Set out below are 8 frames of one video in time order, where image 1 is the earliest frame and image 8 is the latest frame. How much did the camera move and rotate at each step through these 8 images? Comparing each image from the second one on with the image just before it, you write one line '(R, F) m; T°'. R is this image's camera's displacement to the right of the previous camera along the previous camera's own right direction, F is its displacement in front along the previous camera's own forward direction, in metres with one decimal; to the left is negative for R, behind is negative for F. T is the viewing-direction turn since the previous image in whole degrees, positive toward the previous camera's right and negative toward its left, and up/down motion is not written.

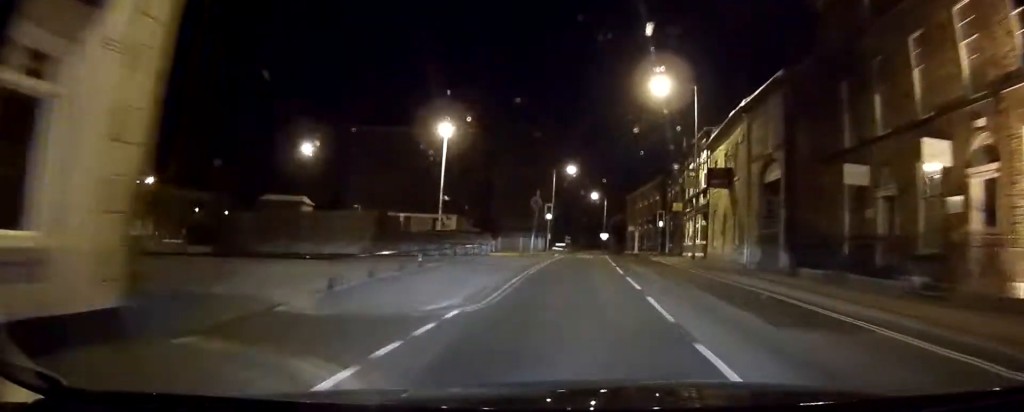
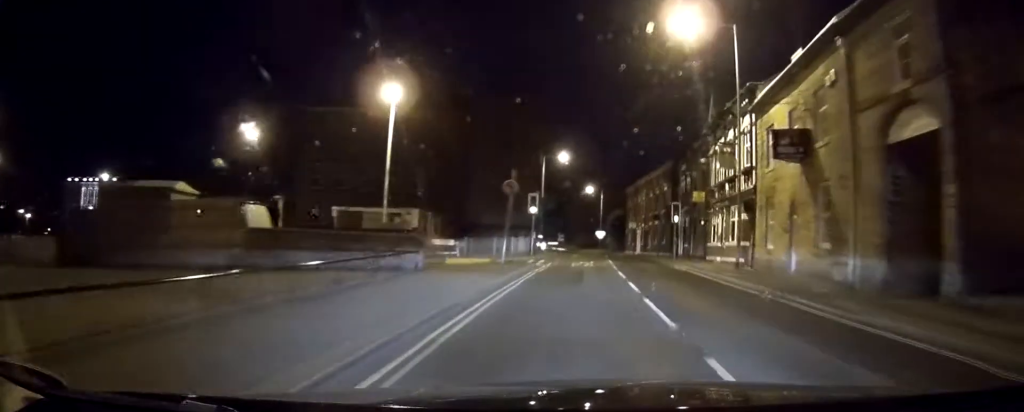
(+0.2, +11.2) m; +2°
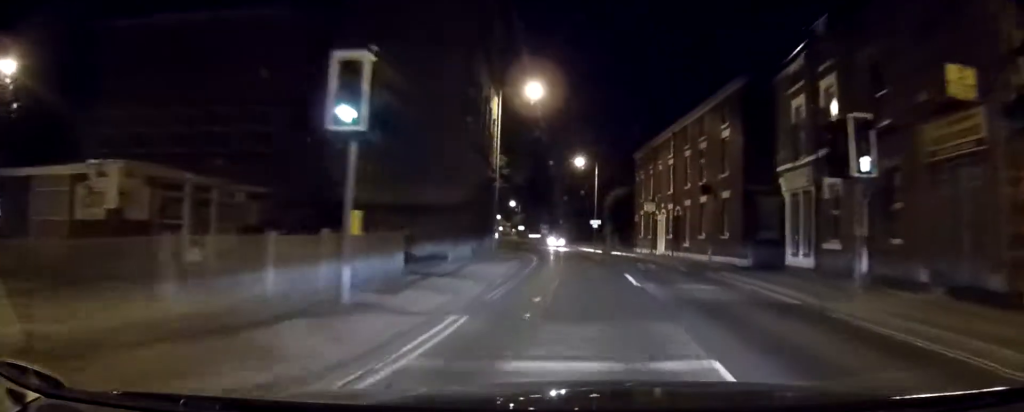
(+1.1, +29.9) m; +3°
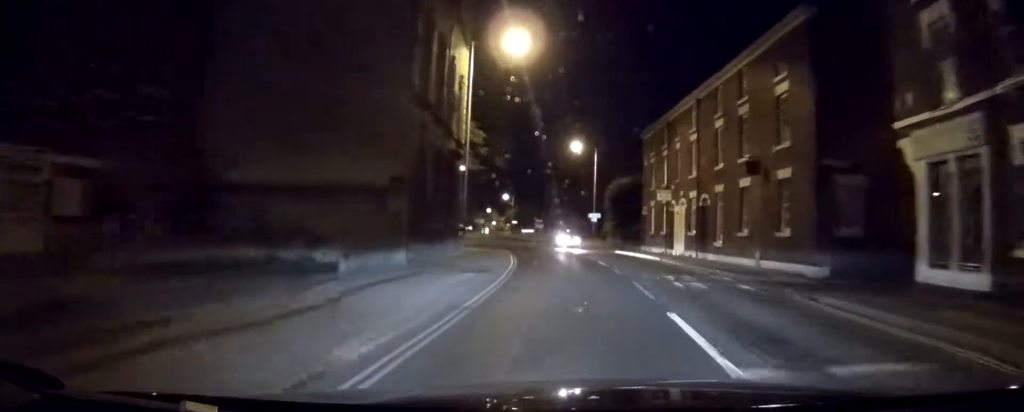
(-0.1, +10.2) m; -2°
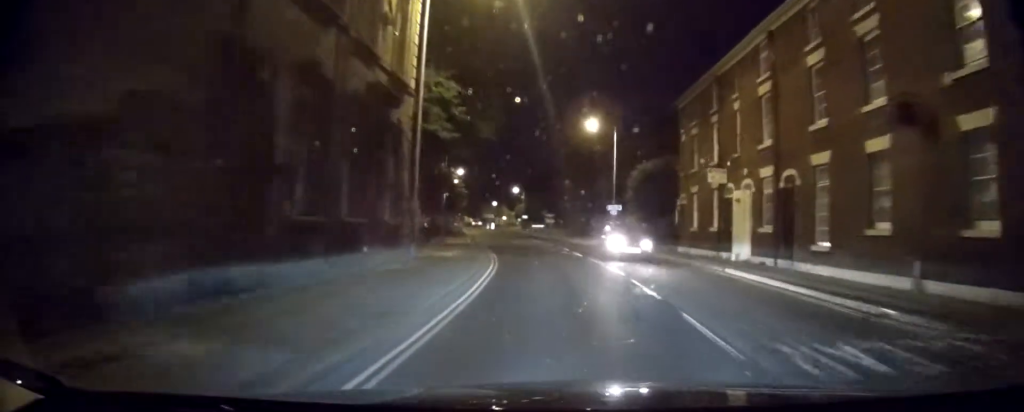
(-0.4, +11.9) m; -5°
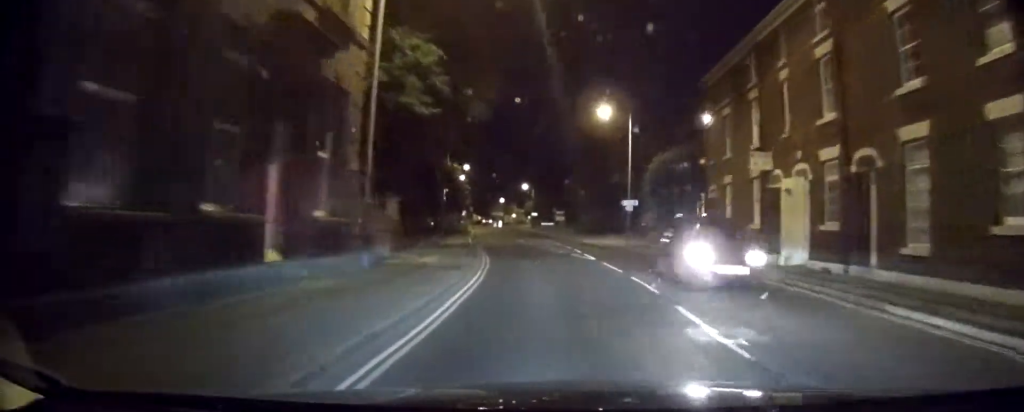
(-0.4, +5.5) m; -1°
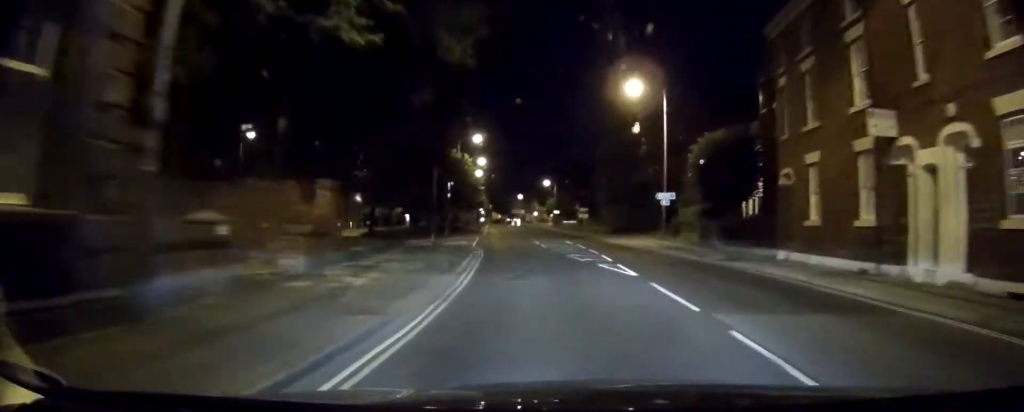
(0.0, +8.5) m; +1°
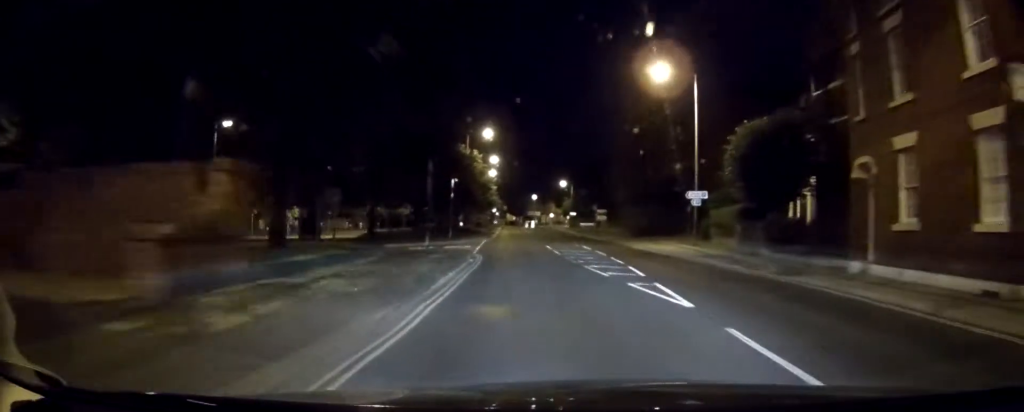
(+0.1, +5.5) m; +1°
